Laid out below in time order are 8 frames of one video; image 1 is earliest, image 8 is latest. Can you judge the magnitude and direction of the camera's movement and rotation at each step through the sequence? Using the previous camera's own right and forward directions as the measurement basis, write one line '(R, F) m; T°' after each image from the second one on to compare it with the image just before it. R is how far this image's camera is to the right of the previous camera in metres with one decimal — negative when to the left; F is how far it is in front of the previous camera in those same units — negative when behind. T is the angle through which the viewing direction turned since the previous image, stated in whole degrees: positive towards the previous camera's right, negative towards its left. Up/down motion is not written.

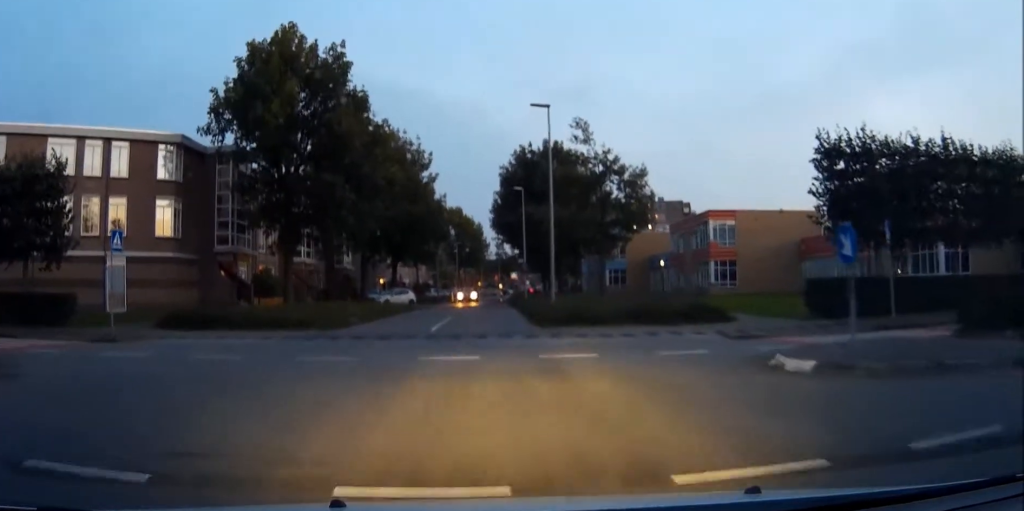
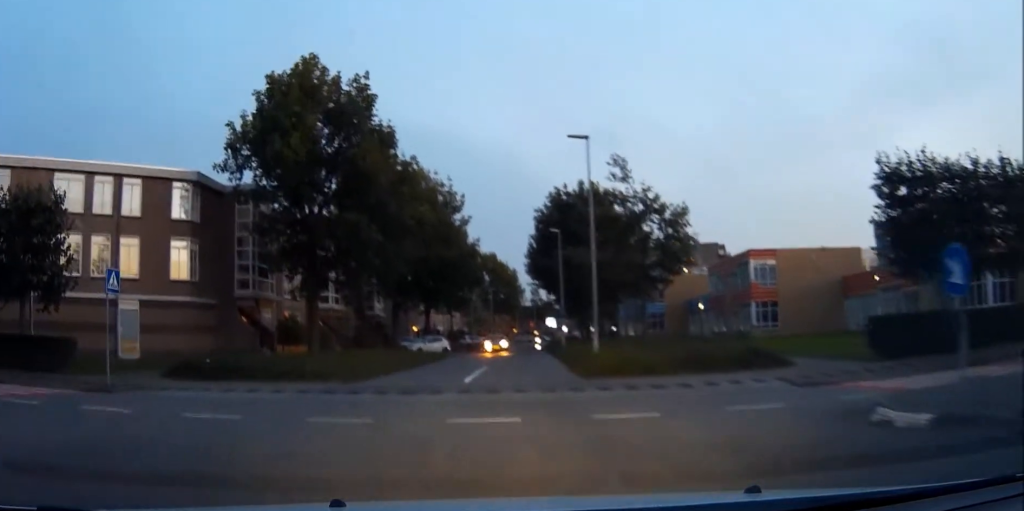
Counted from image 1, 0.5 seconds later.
(0.0, +1.9) m; -6°
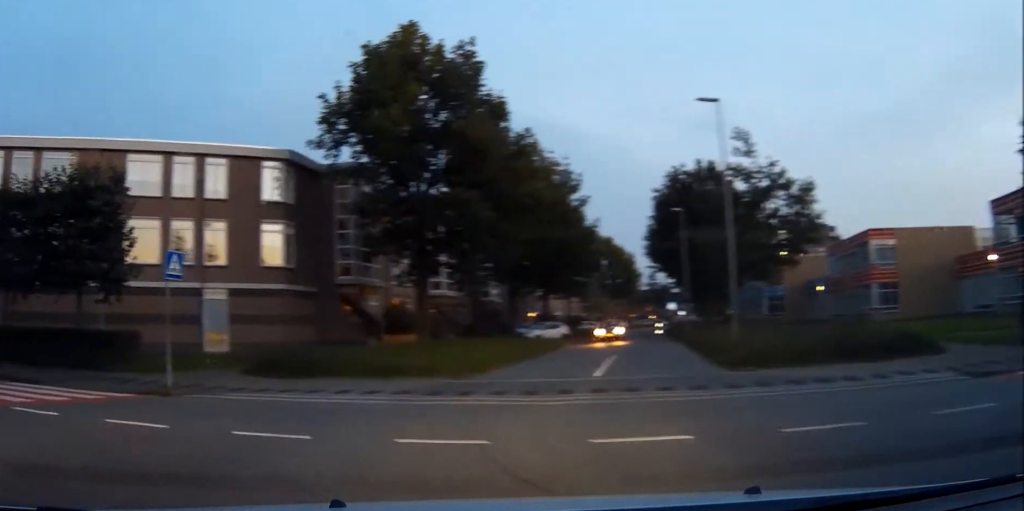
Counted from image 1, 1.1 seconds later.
(+0.2, +2.4) m; -8°
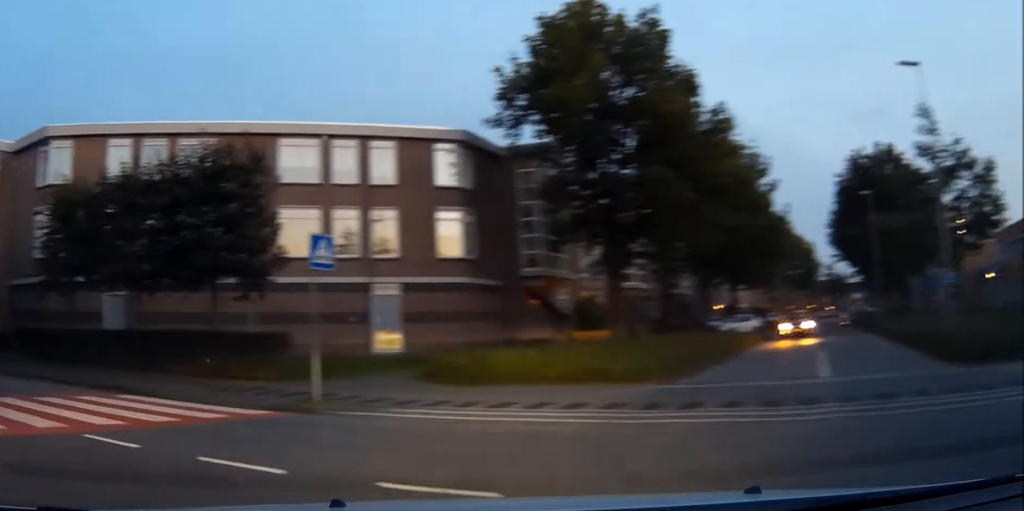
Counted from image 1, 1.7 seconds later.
(-0.5, +2.8) m; -14°
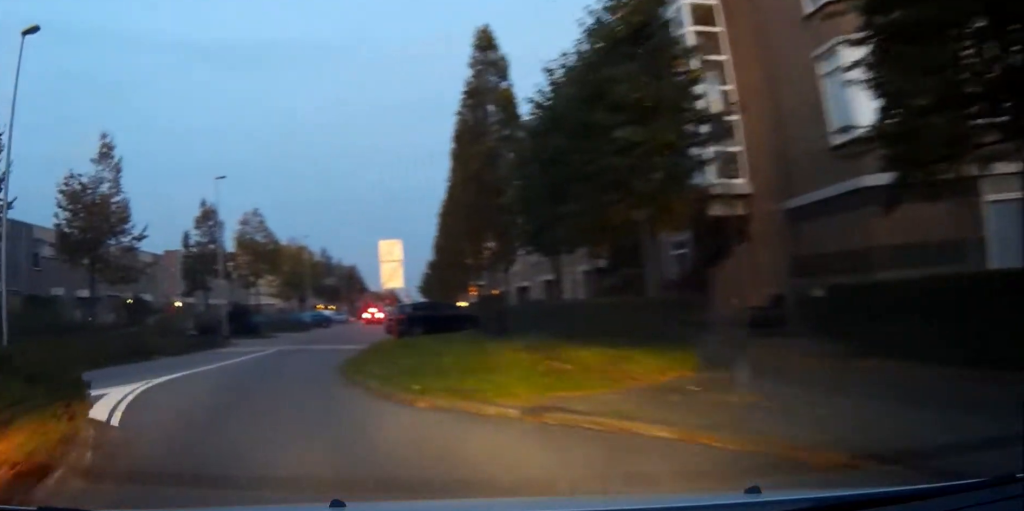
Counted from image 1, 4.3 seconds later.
(-6.8, +11.8) m; -53°
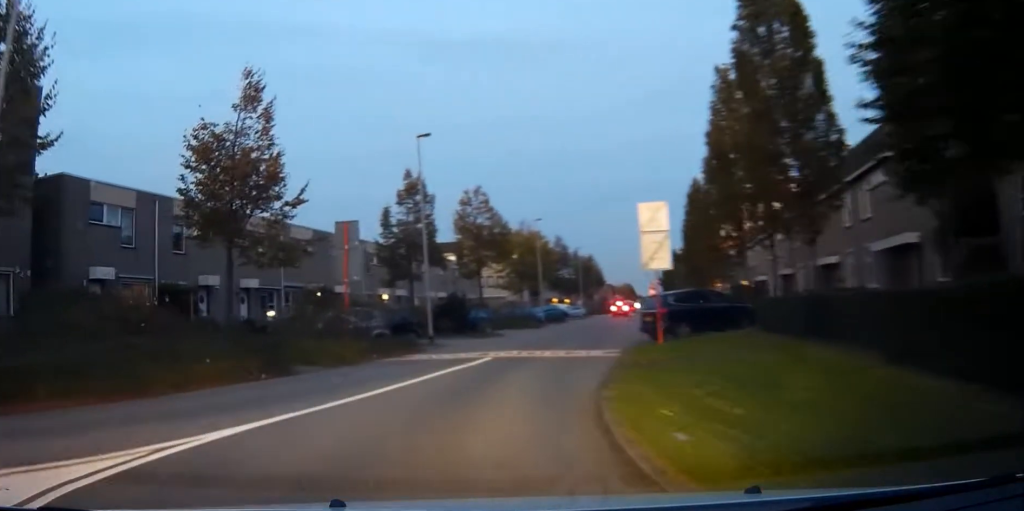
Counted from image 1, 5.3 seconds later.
(-1.1, +7.7) m; -14°
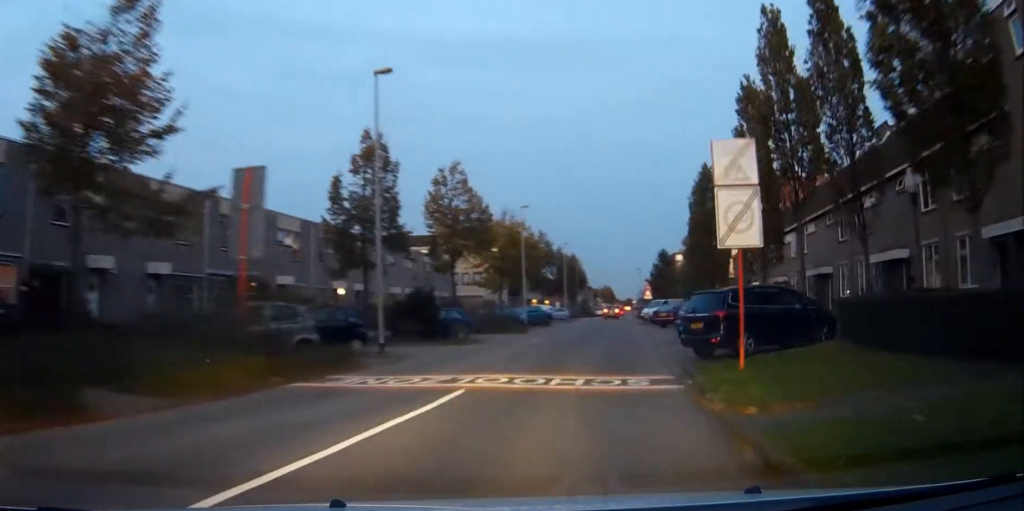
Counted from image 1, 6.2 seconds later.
(-0.7, +7.6) m; -2°
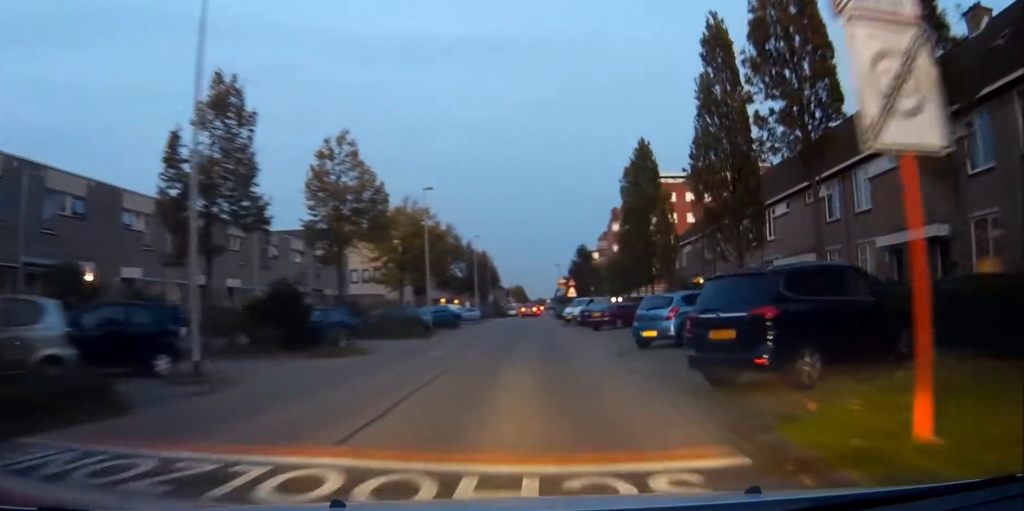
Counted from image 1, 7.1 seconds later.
(+0.2, +7.6) m; +6°
